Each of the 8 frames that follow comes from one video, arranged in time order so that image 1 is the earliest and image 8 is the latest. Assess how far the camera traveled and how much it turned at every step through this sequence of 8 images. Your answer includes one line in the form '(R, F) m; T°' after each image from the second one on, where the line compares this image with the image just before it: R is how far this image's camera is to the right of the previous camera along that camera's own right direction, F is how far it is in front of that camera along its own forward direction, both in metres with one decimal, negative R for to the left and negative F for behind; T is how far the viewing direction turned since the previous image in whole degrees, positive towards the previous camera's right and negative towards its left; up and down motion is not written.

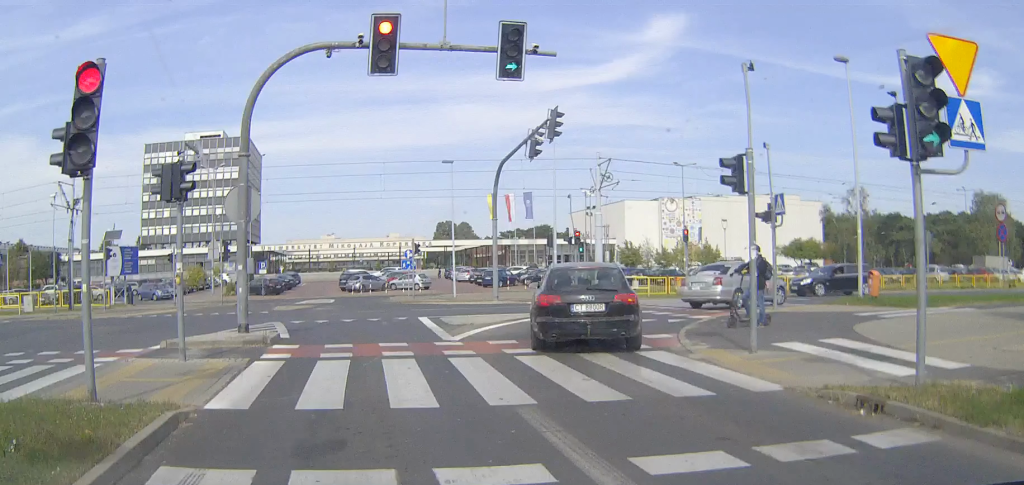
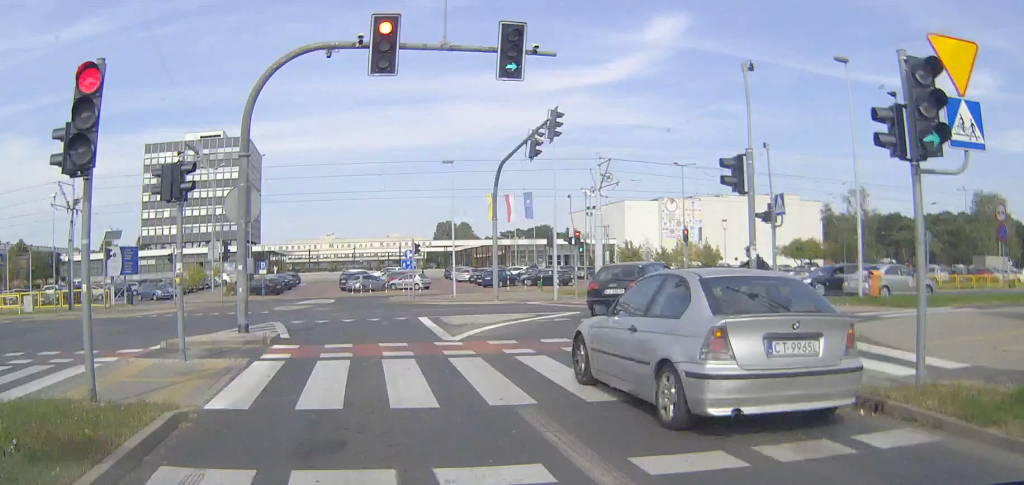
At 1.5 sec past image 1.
(0.0, 0.0) m; 0°
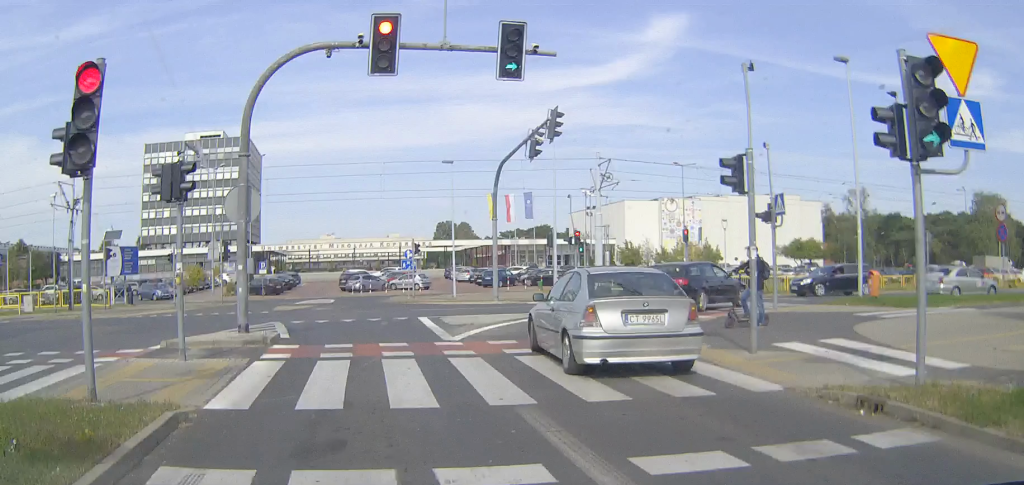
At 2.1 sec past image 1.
(0.0, 0.0) m; 0°
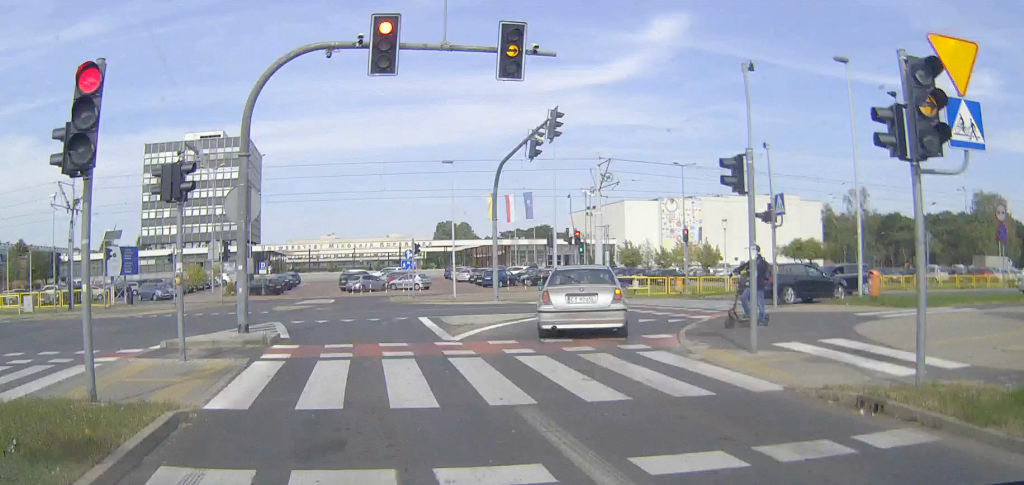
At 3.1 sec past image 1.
(0.0, 0.0) m; 0°
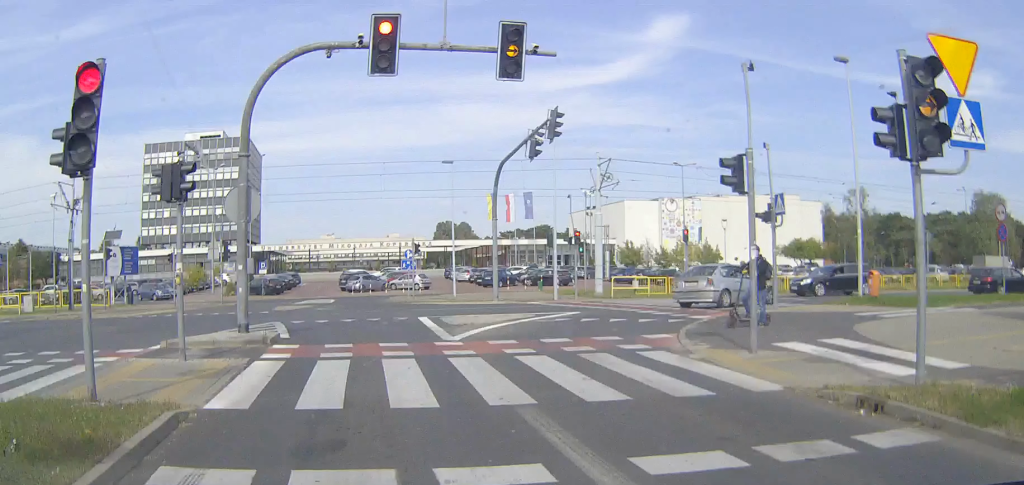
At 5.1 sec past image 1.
(0.0, 0.0) m; 0°
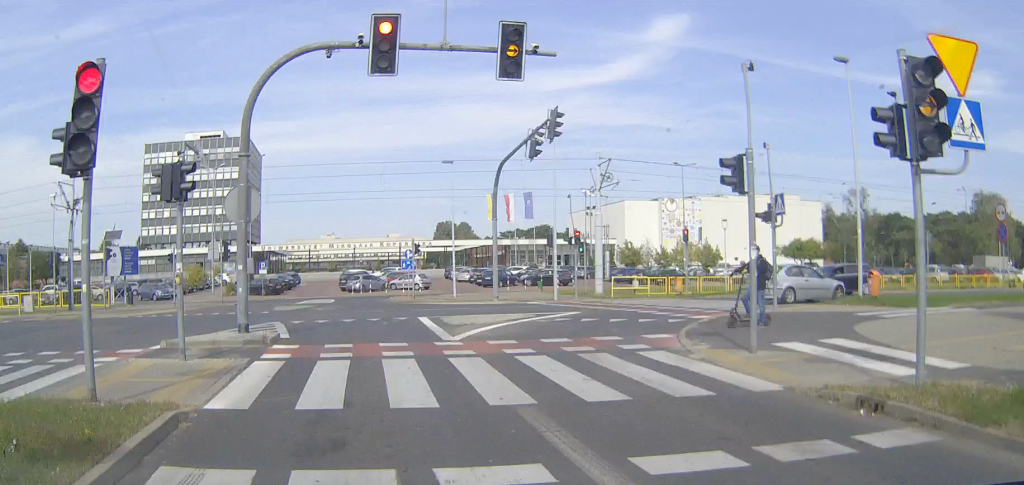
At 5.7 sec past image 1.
(0.0, 0.0) m; 0°
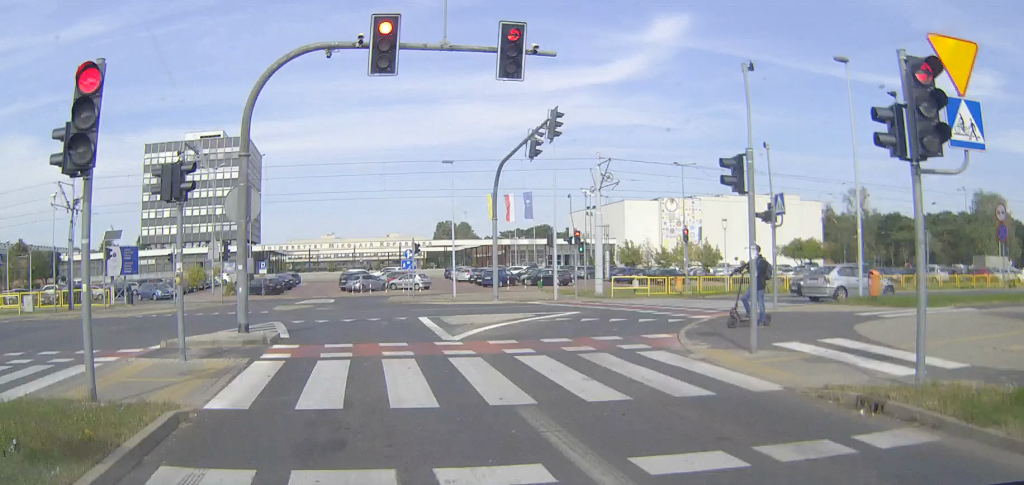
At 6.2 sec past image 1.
(0.0, 0.0) m; 0°
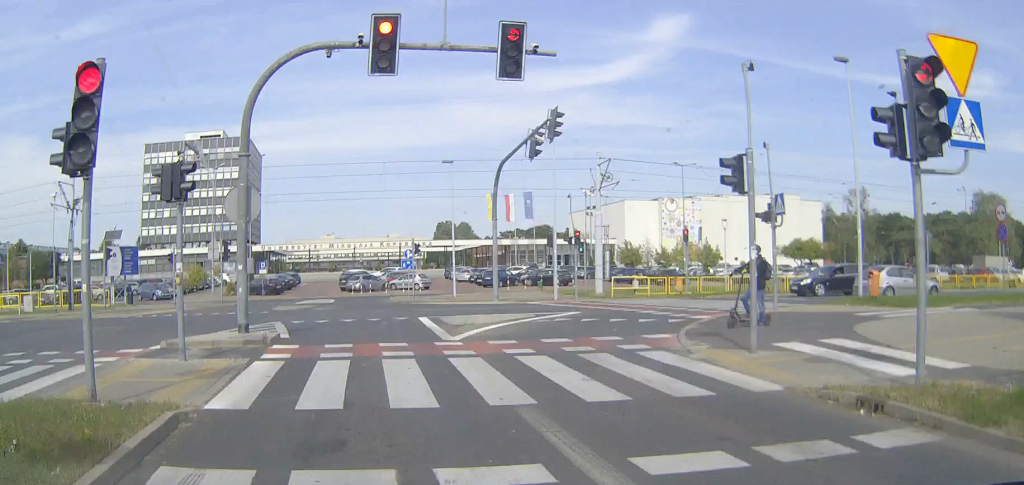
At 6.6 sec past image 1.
(0.0, 0.0) m; 0°
